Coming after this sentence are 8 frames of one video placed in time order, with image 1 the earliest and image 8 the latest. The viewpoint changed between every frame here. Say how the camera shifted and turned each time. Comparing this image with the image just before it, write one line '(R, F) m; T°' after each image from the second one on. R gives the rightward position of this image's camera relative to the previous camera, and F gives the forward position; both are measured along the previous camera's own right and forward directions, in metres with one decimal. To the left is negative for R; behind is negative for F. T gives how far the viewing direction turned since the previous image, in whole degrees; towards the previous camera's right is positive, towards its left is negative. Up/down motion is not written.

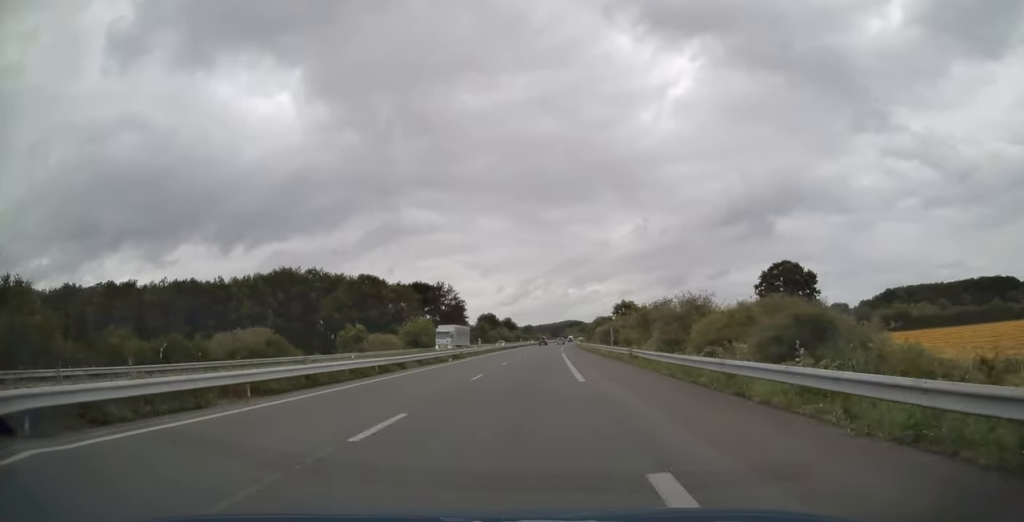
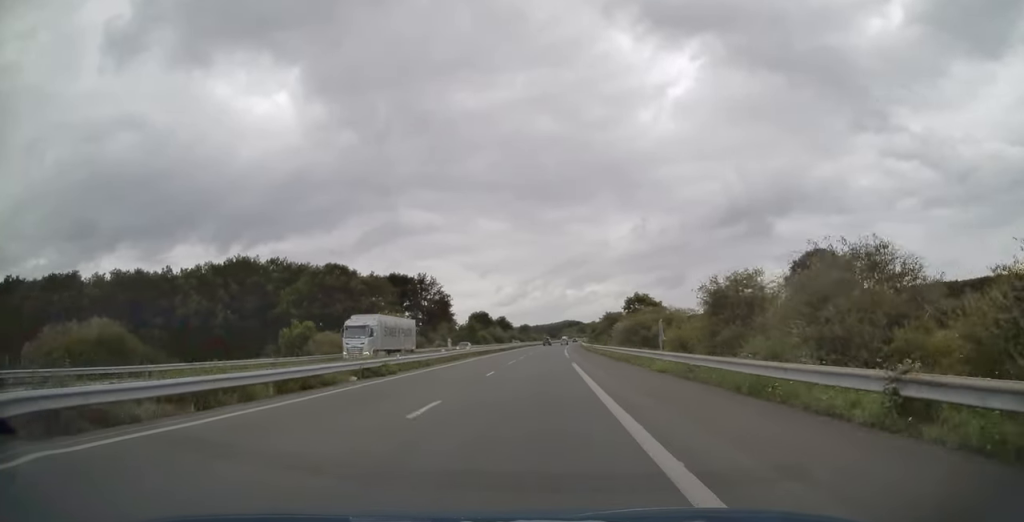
(-0.1, +23.2) m; 0°
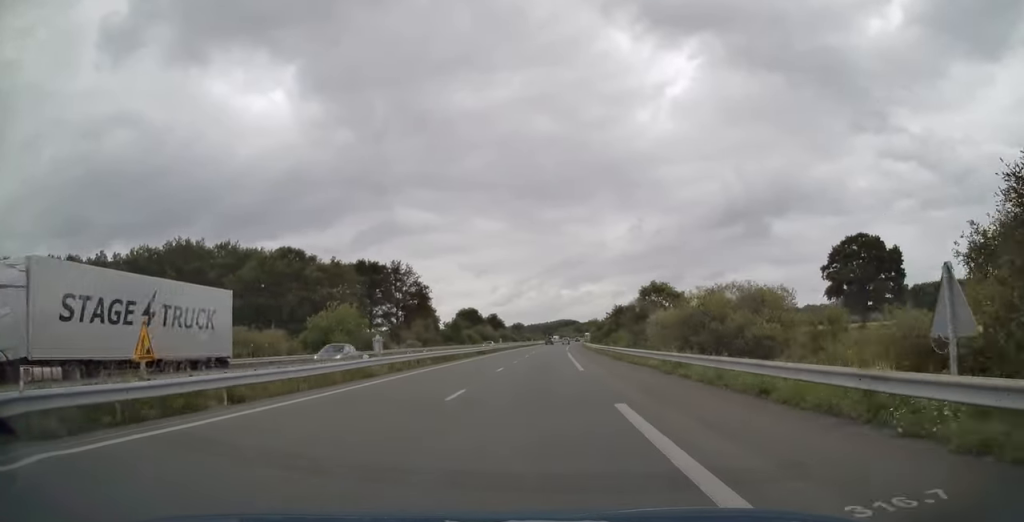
(+0.1, +22.7) m; 0°
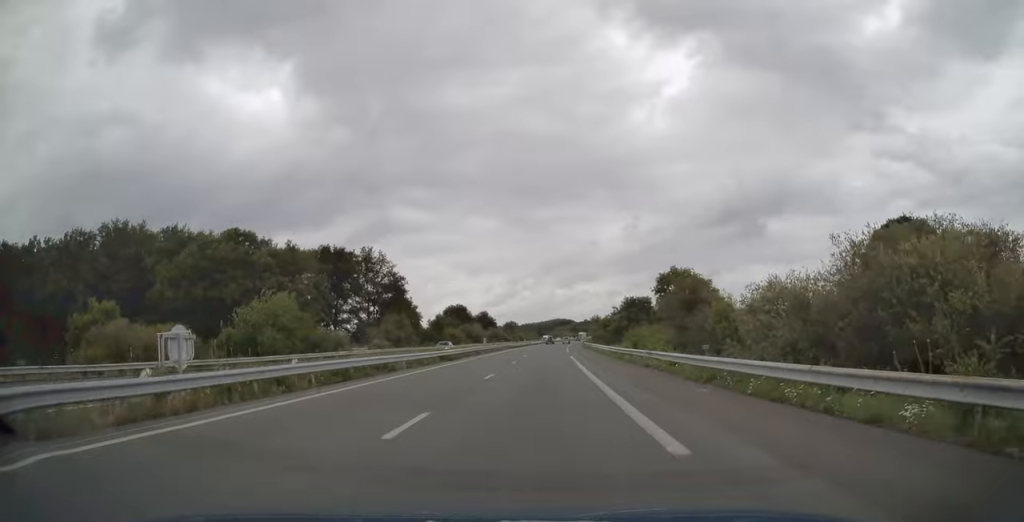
(+0.1, +18.4) m; 0°
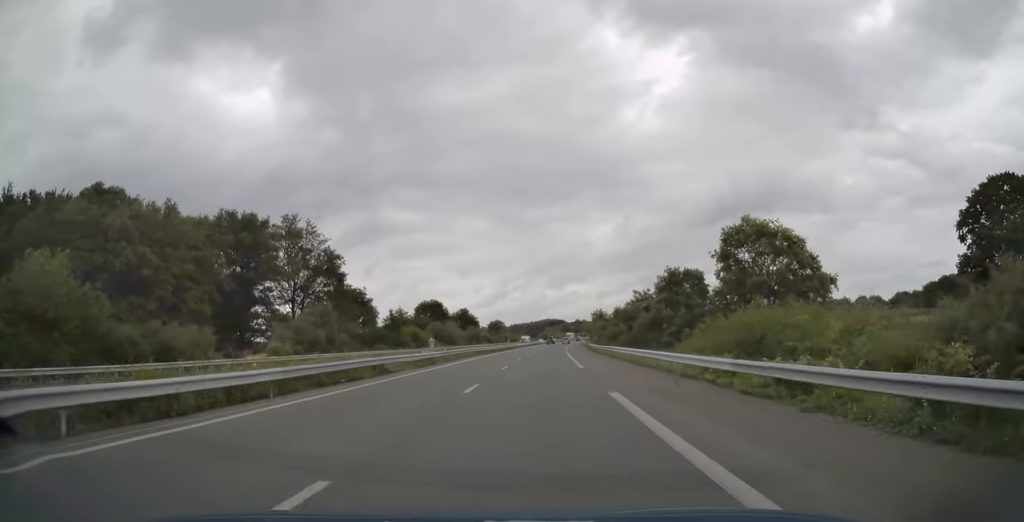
(0.0, +31.3) m; +1°
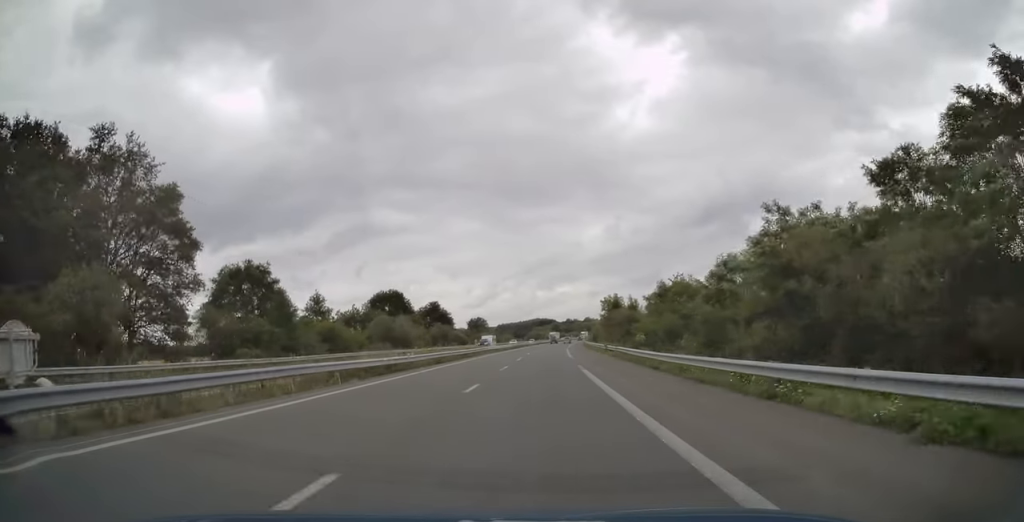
(+0.4, +38.4) m; +1°
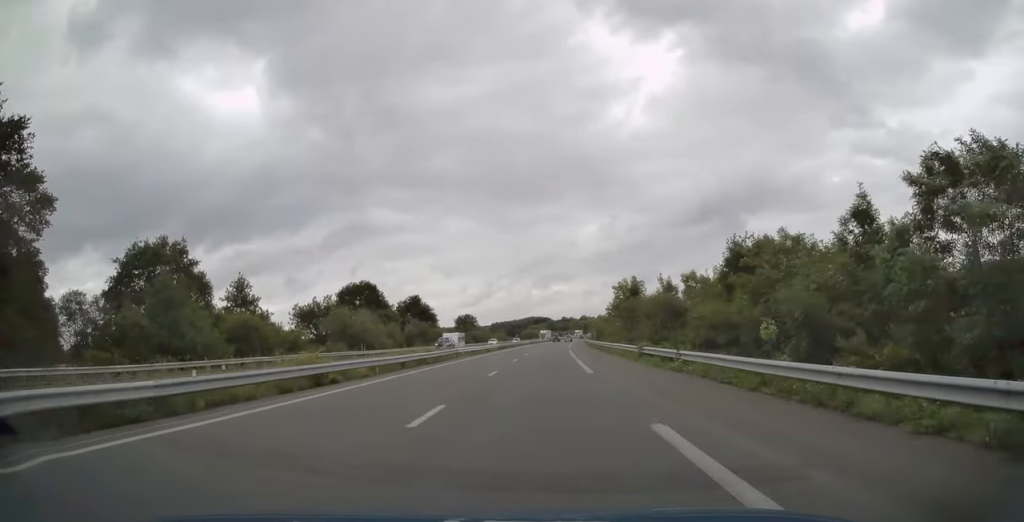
(+0.1, +19.4) m; 0°
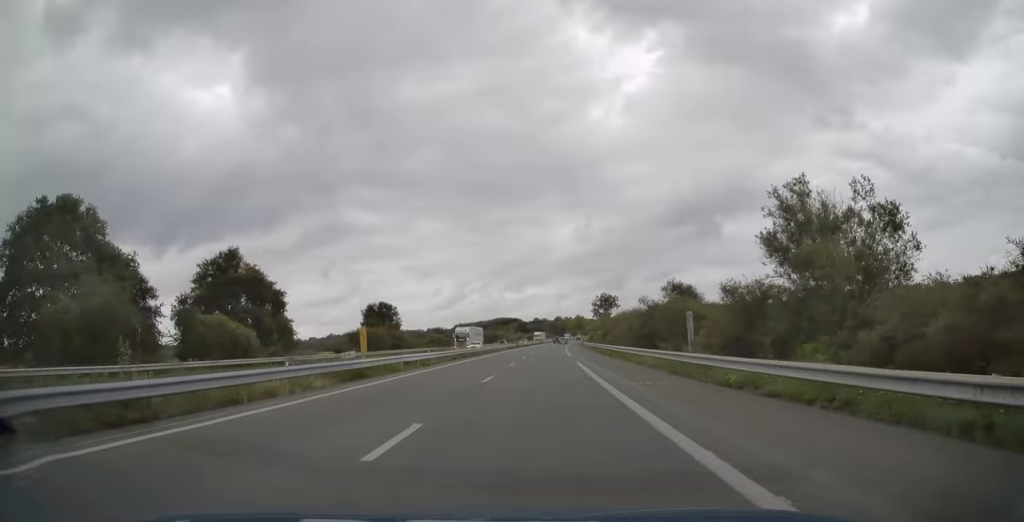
(+1.7, +79.7) m; +2°
